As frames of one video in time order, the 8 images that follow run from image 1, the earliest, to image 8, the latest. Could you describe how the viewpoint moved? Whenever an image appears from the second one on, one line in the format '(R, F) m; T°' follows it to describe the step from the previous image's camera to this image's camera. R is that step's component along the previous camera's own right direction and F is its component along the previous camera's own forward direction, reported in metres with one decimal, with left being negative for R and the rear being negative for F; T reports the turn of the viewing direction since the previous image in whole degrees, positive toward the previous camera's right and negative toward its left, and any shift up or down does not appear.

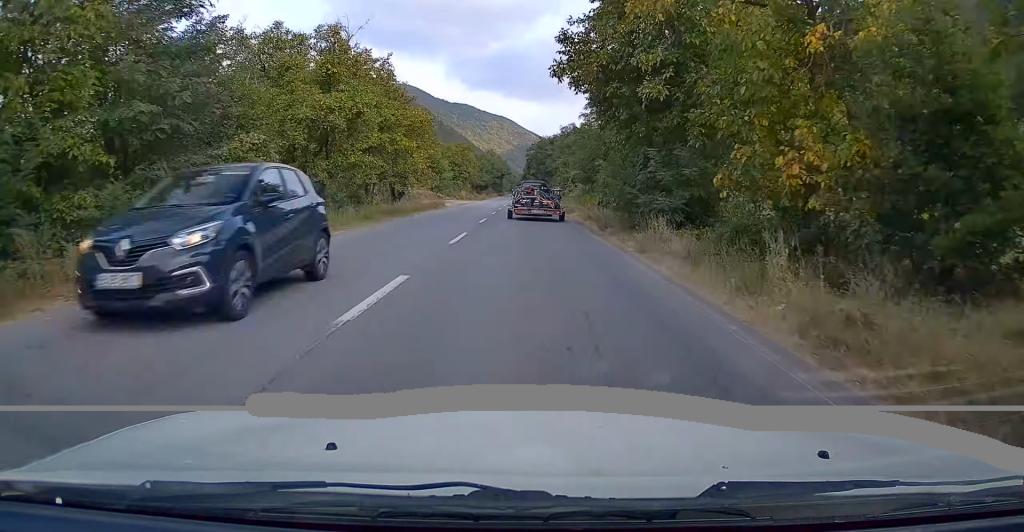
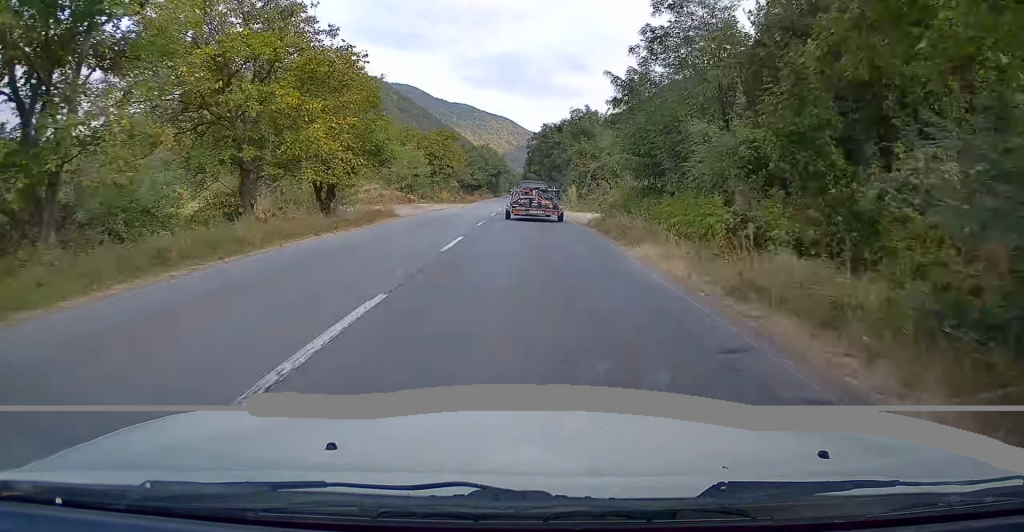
(+0.1, +19.6) m; 0°
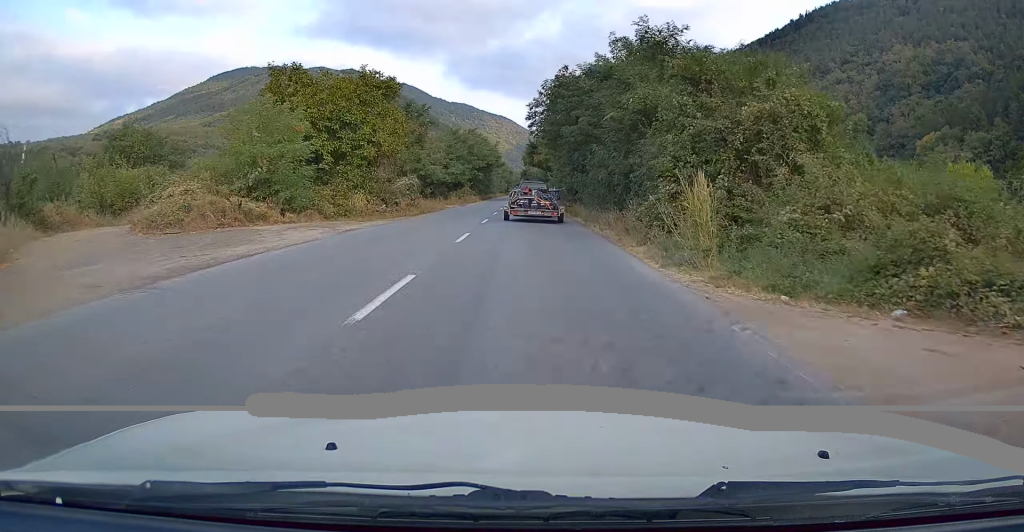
(-0.1, +33.5) m; +1°
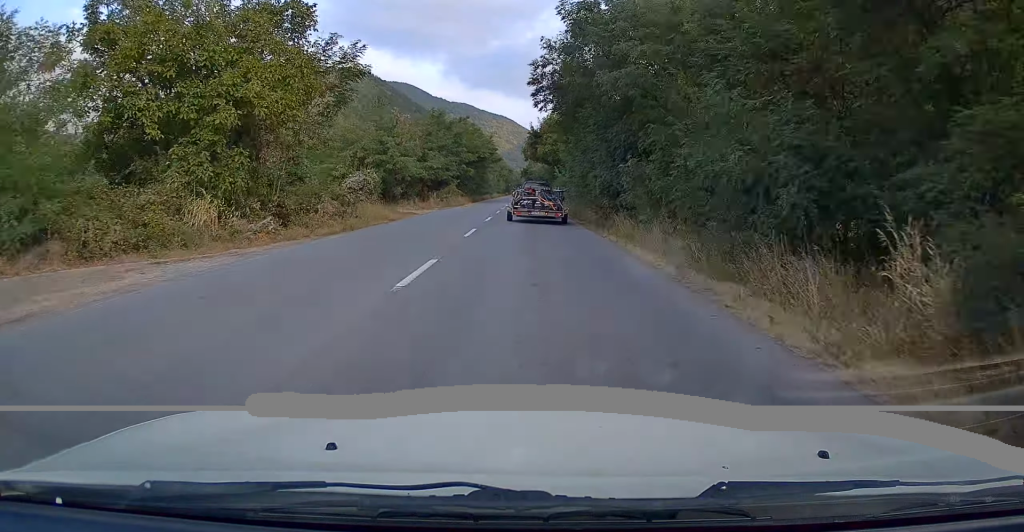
(+0.3, +16.2) m; 0°
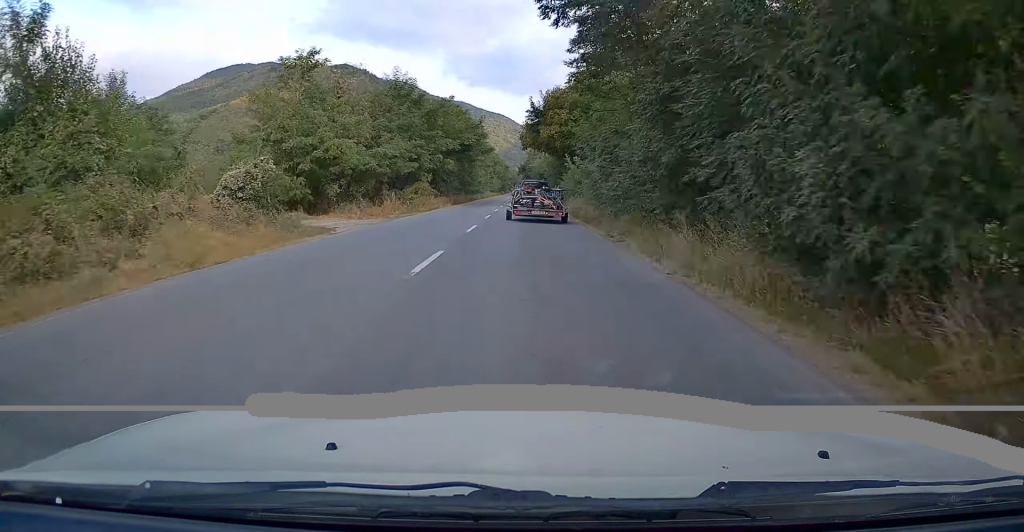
(-0.1, +16.9) m; -1°
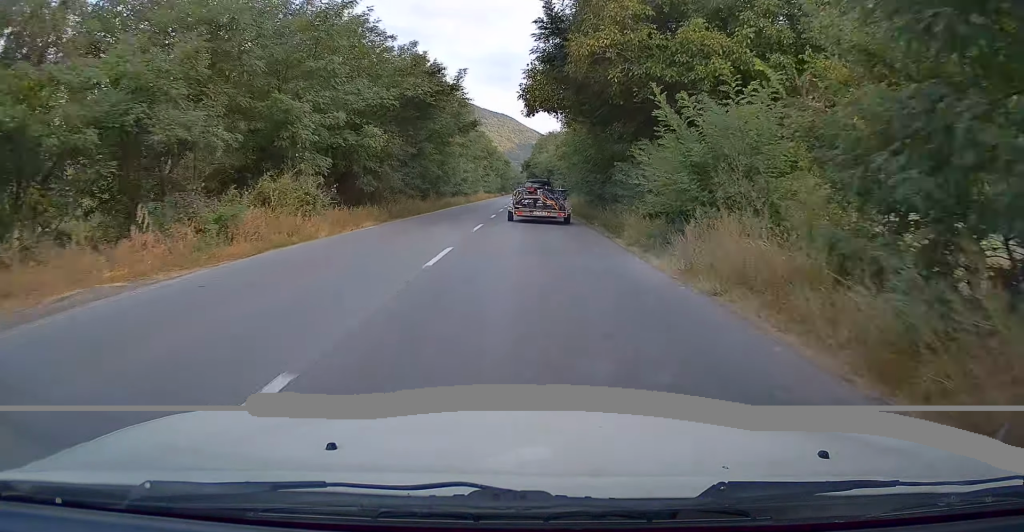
(-0.2, +26.5) m; 0°
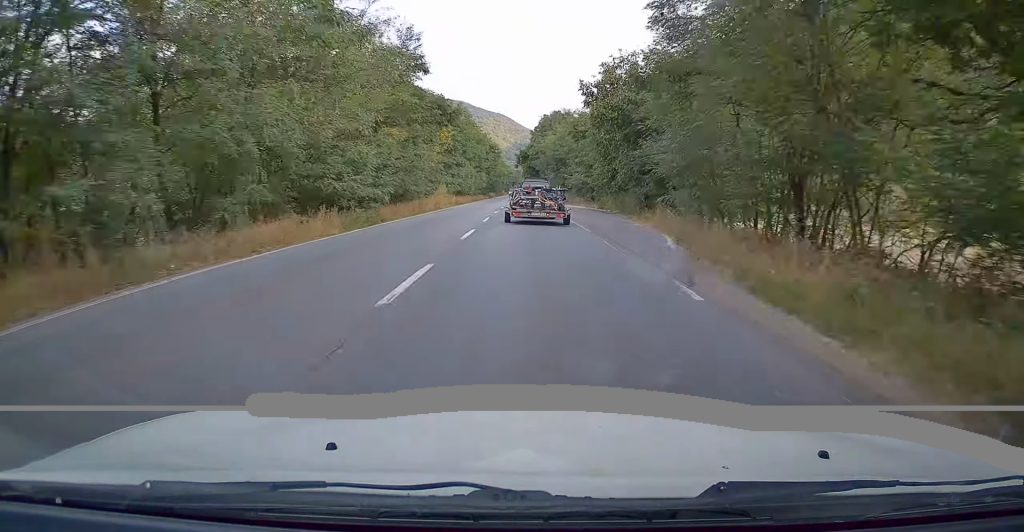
(0.0, +38.9) m; 0°
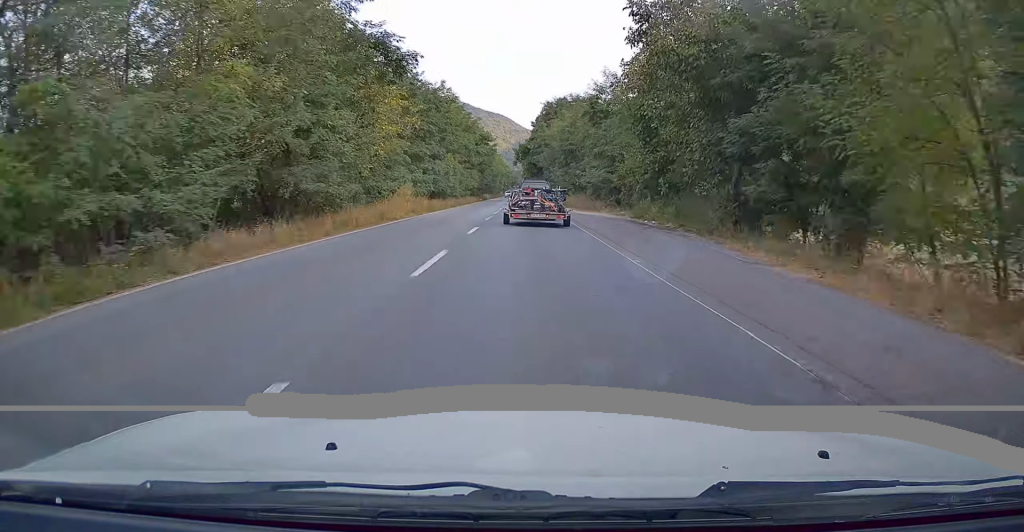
(+0.1, +15.4) m; 0°
